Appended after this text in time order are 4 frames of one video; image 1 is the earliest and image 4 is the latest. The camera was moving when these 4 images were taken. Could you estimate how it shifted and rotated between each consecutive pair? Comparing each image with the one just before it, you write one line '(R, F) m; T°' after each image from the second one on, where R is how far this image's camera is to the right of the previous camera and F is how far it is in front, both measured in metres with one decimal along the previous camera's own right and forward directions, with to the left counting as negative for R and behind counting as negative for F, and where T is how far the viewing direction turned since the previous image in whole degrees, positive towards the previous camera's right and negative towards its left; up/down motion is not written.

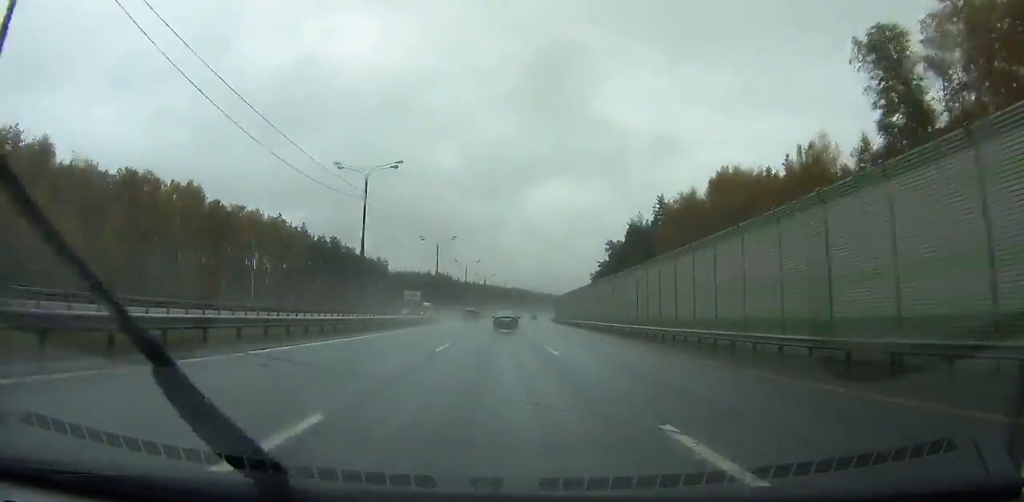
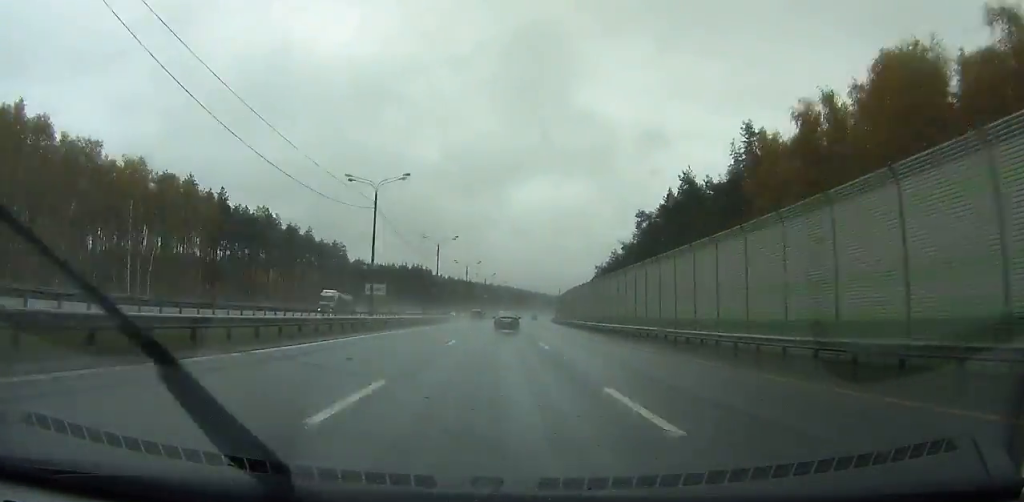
(-0.1, +45.0) m; +1°
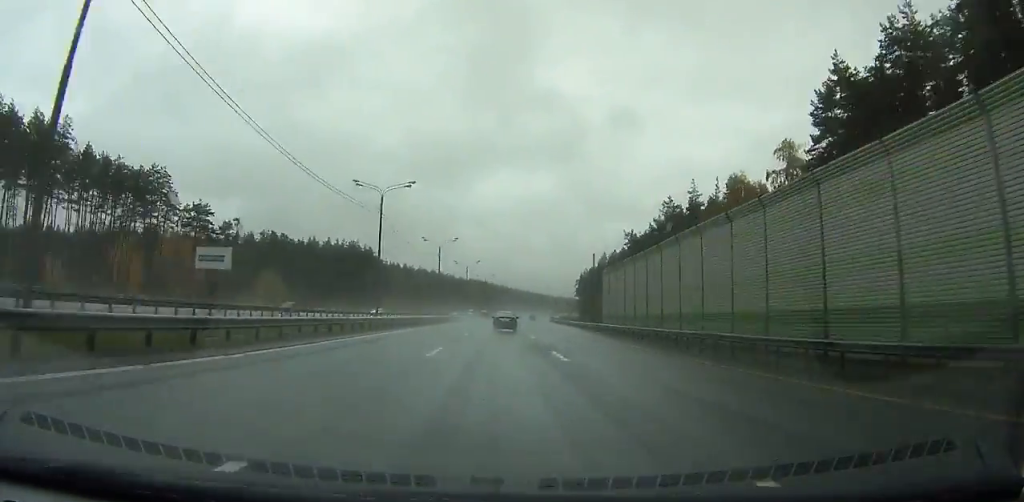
(+2.8, +88.4) m; +2°
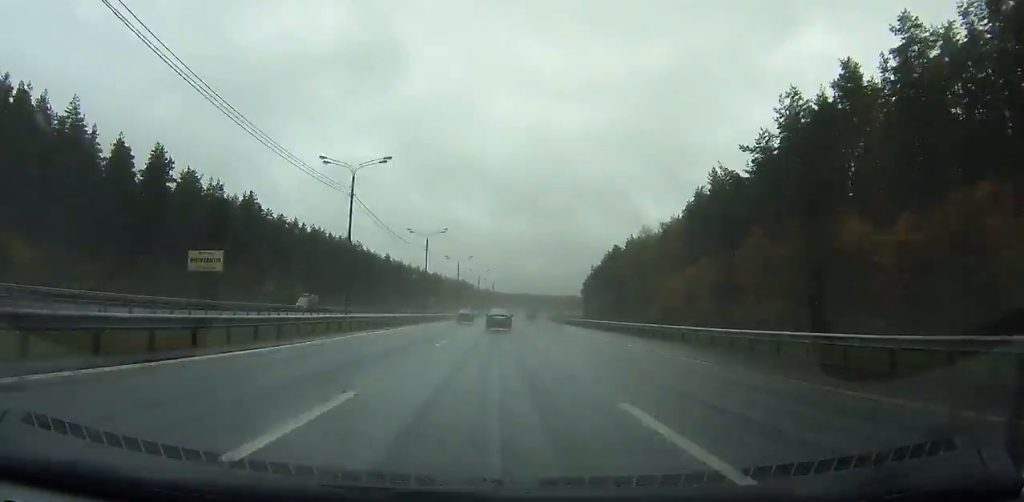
(+42.6, +400.6) m; +12°
